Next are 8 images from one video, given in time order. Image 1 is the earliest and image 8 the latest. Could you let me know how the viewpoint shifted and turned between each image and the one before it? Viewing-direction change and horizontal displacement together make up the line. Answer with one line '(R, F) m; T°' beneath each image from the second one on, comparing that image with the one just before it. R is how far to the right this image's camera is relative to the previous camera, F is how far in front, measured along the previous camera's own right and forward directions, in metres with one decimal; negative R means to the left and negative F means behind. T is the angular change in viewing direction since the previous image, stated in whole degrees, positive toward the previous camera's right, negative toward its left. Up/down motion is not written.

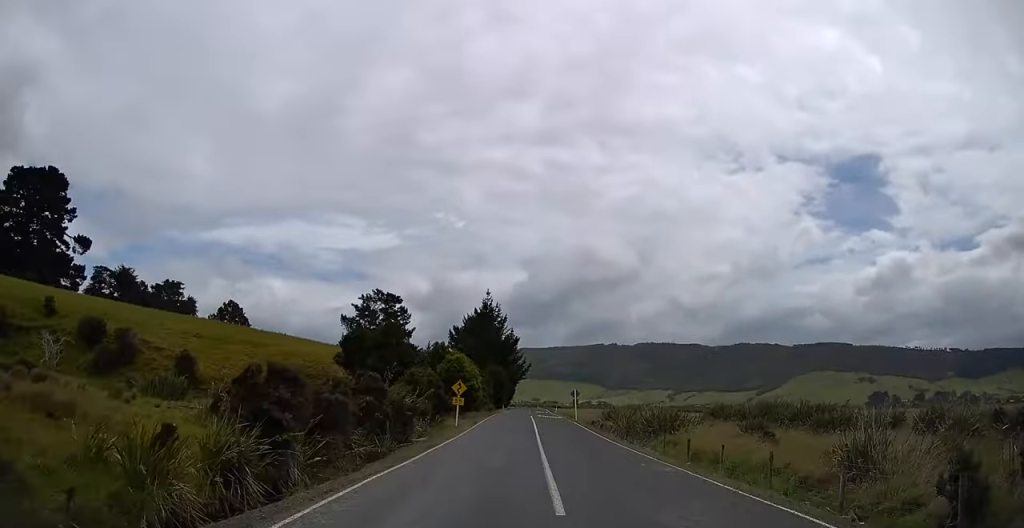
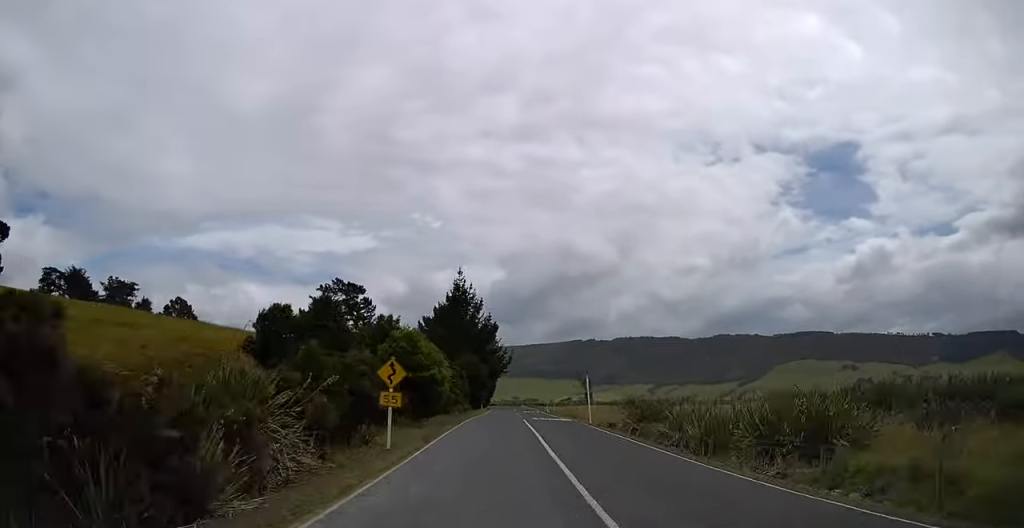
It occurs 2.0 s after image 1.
(0.0, +22.1) m; 0°
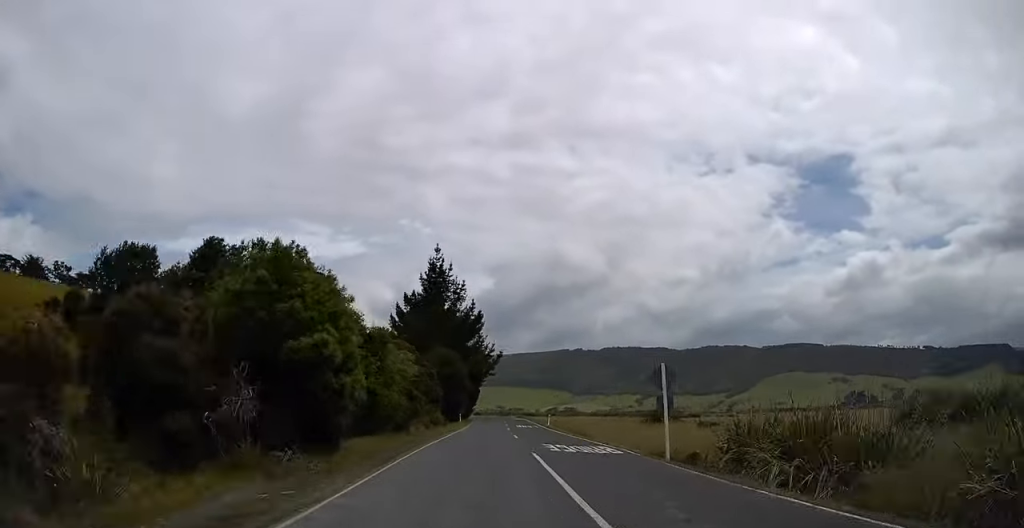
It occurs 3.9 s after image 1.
(+0.2, +22.1) m; +1°
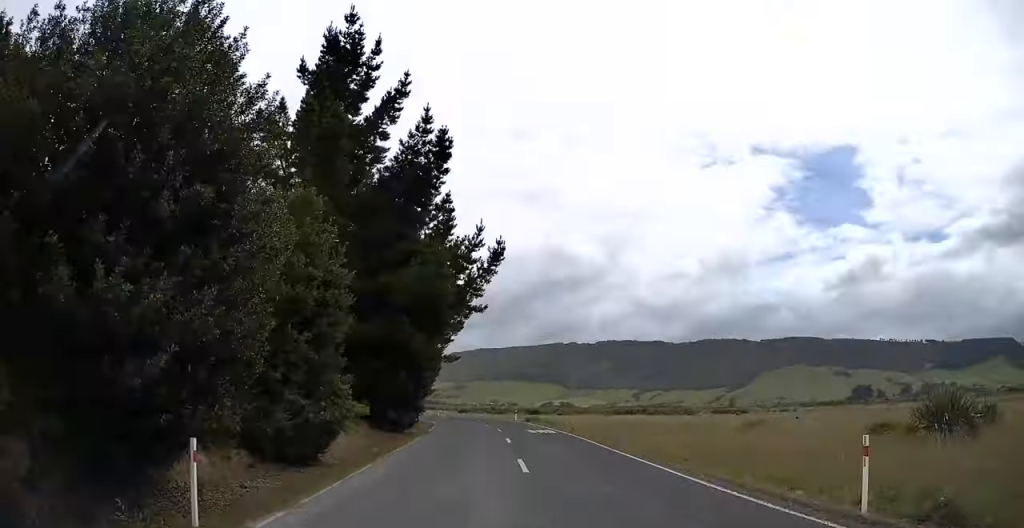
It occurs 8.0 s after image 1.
(+1.2, +54.7) m; -2°
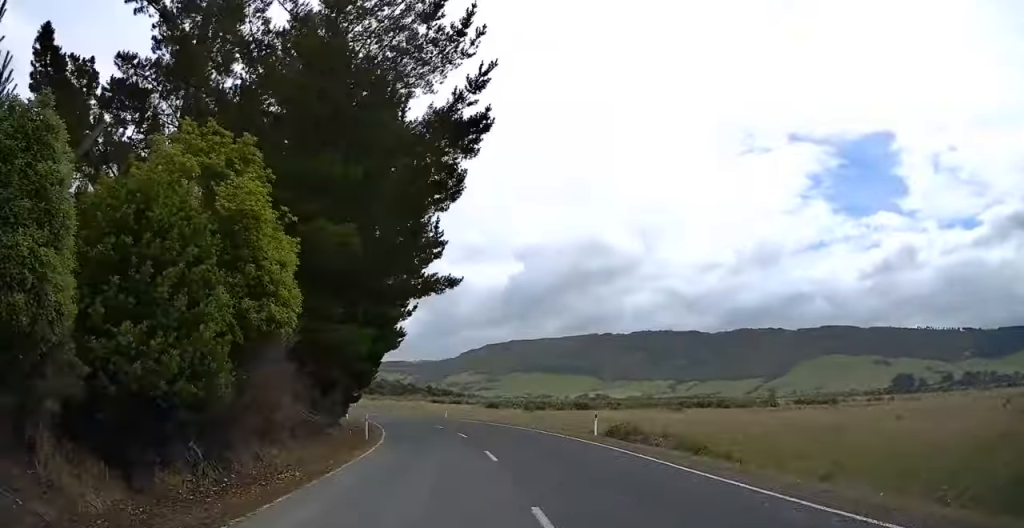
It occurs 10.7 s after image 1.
(-1.5, +38.8) m; -7°
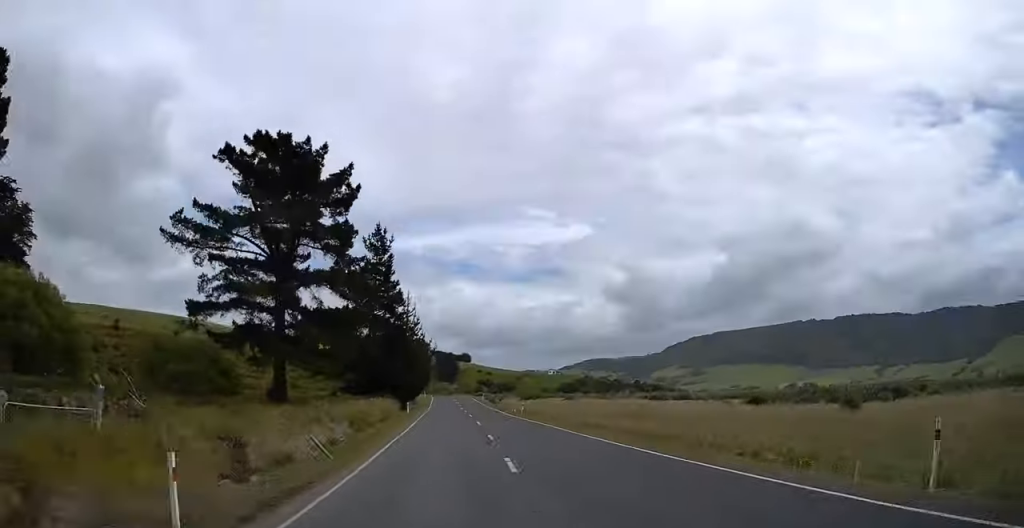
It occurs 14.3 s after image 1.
(-5.0, +55.1) m; -10°
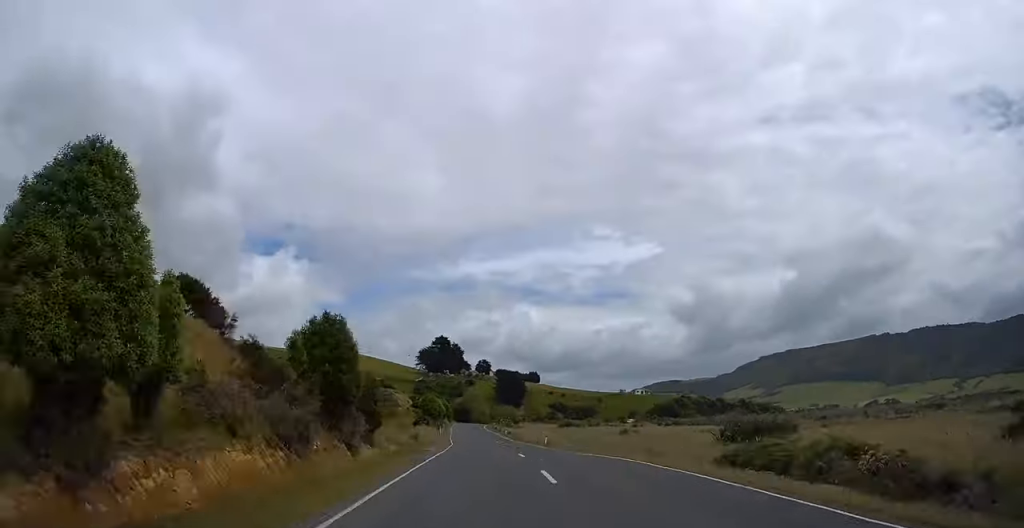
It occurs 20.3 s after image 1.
(-10.1, +100.4) m; -8°
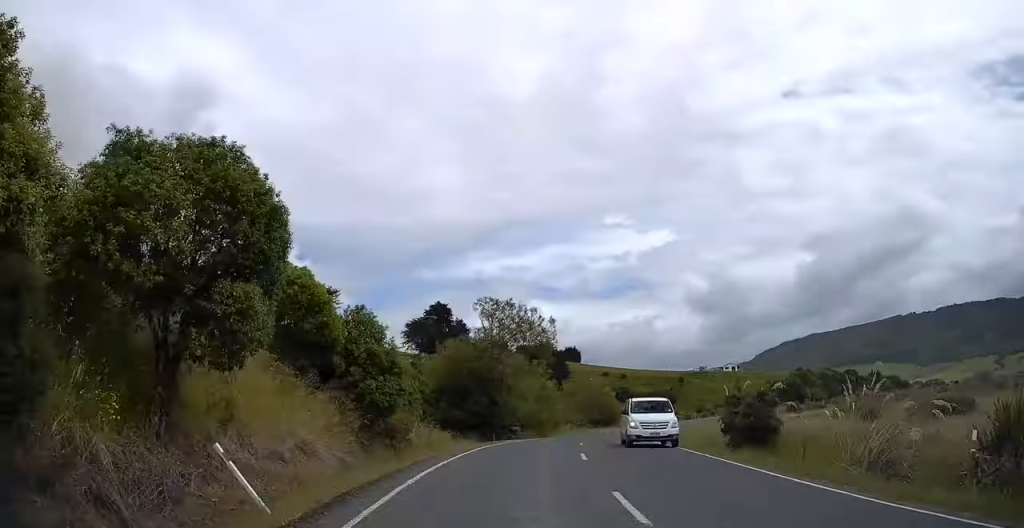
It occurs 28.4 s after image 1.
(-0.1, +144.0) m; +10°
